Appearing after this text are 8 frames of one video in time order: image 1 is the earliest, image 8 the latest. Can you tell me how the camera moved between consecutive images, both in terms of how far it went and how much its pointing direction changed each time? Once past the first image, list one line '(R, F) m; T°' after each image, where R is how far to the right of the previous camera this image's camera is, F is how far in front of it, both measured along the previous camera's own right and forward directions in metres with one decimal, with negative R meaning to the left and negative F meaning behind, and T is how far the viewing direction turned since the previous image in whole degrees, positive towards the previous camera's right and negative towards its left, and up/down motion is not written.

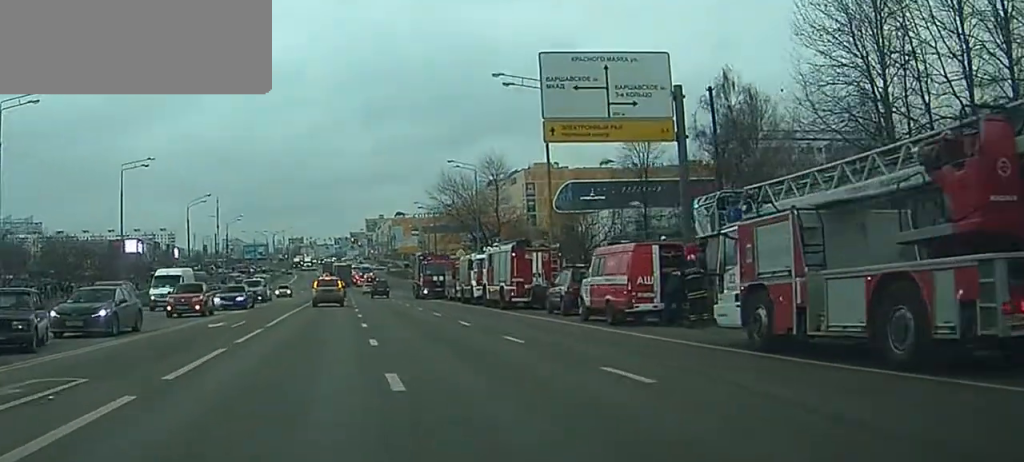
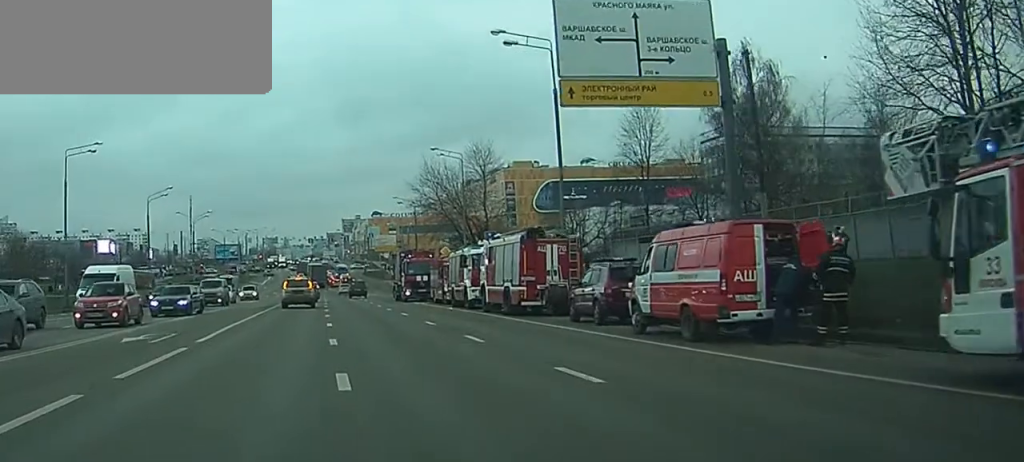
(0.0, +8.2) m; 0°
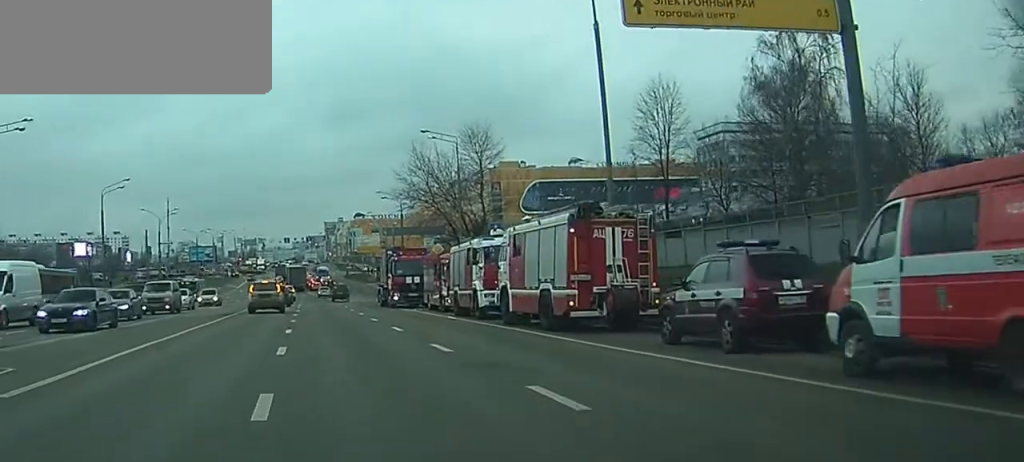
(0.0, +10.6) m; +2°
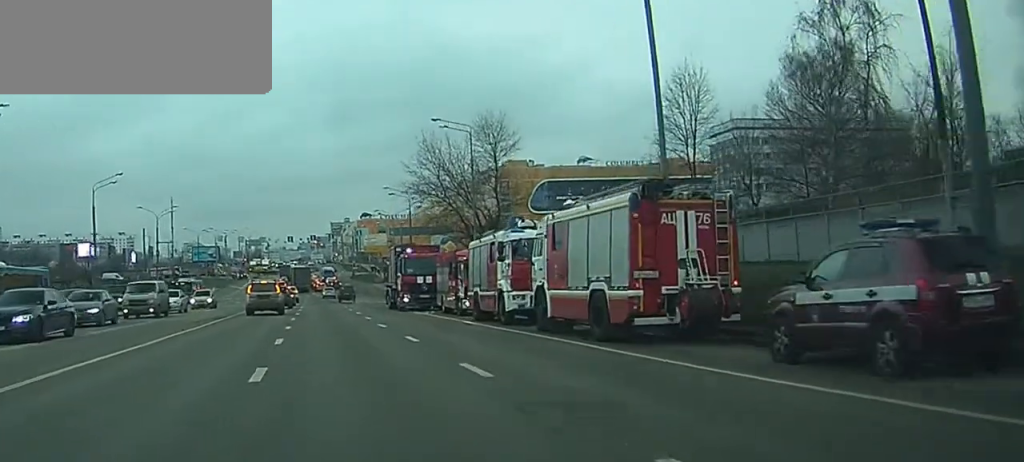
(+0.2, +4.6) m; +1°
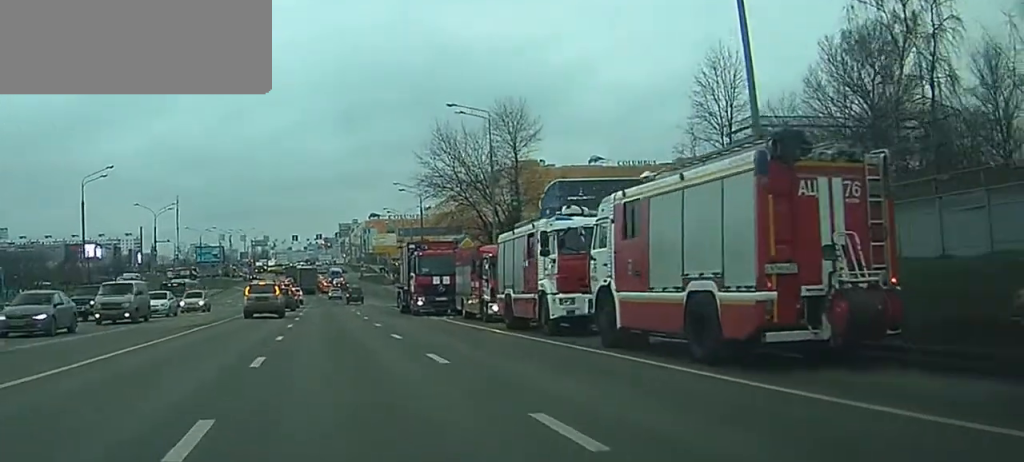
(+0.1, +5.3) m; 0°
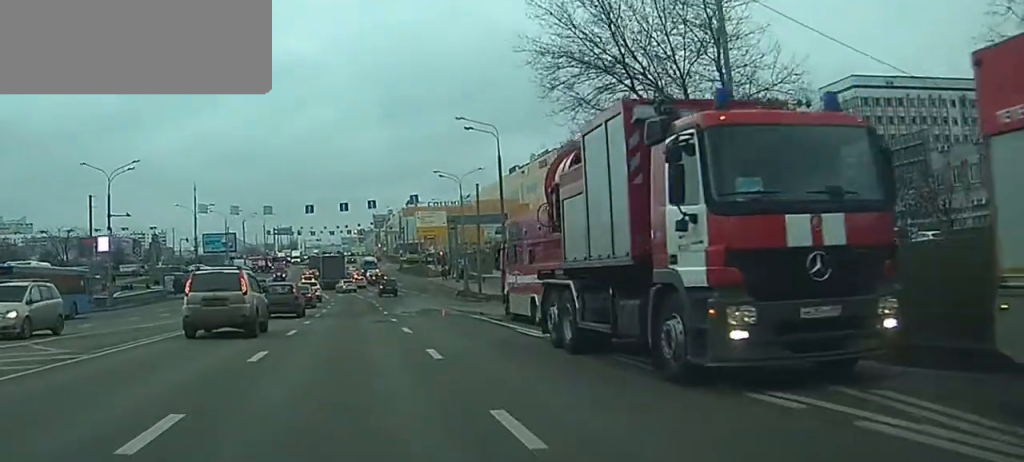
(-1.1, +30.7) m; -3°
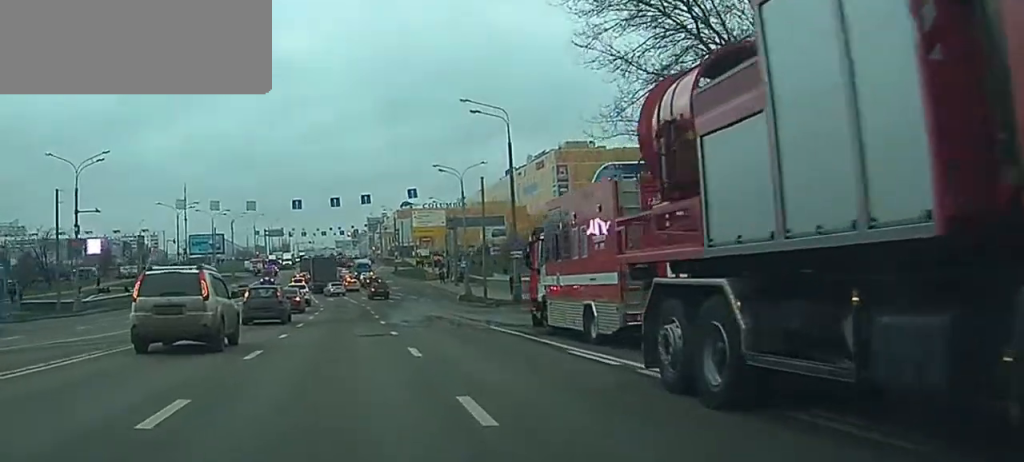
(0.0, +6.2) m; +1°
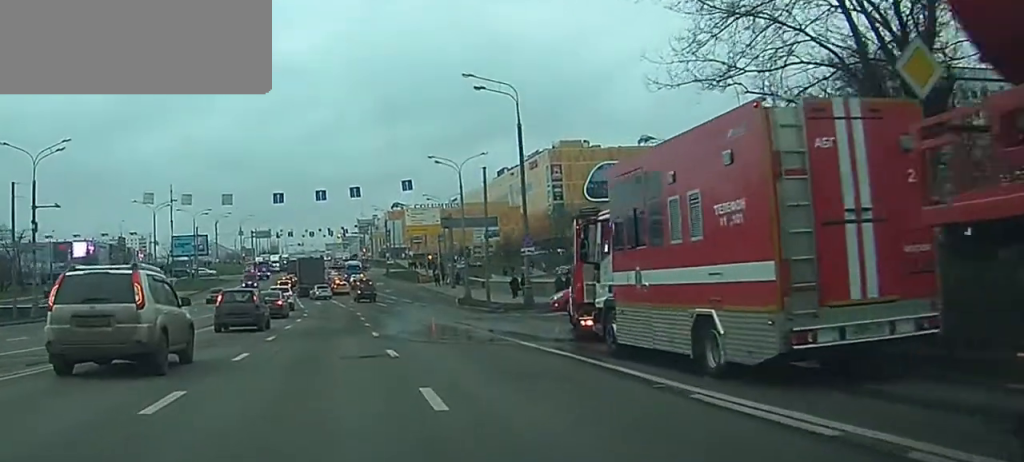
(+0.1, +5.9) m; 0°
